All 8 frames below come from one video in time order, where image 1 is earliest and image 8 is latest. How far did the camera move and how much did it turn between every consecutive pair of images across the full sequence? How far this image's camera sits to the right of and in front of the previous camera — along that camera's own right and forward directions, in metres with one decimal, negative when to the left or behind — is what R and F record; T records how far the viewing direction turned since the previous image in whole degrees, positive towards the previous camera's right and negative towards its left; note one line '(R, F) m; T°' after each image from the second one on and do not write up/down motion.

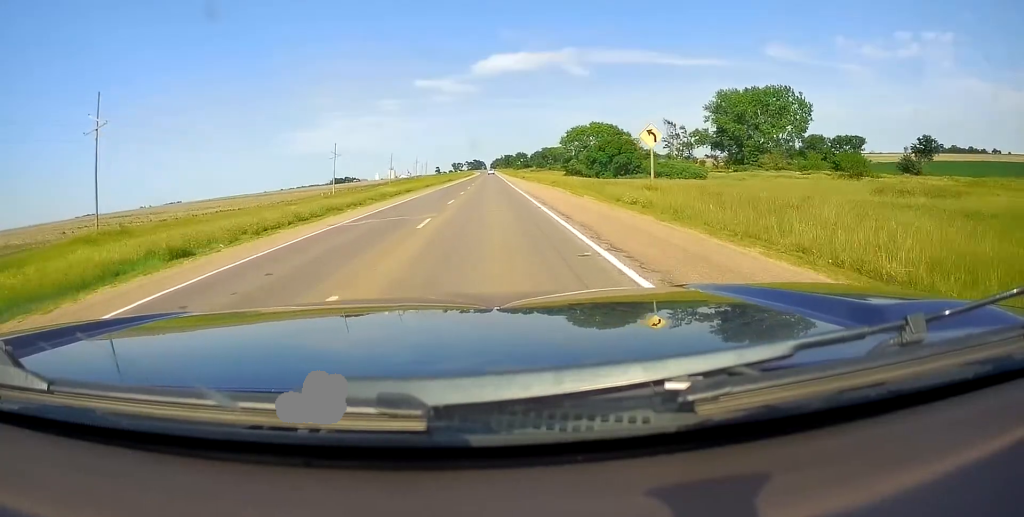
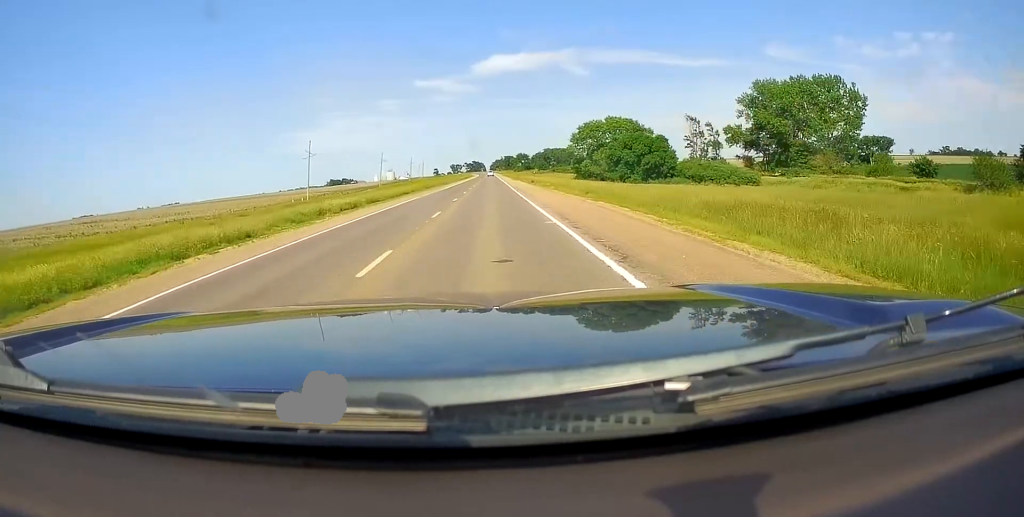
(0.0, +19.4) m; 0°
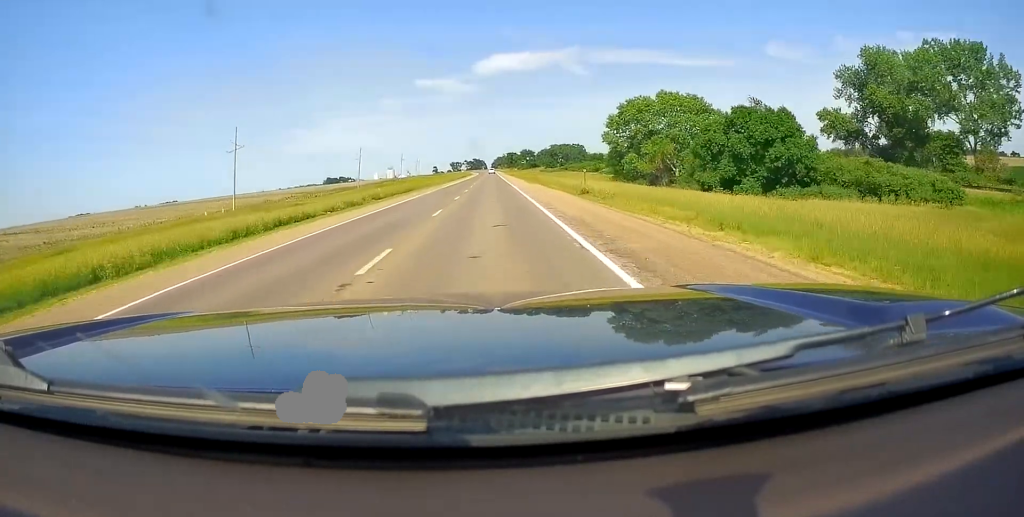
(+0.3, +36.3) m; +1°
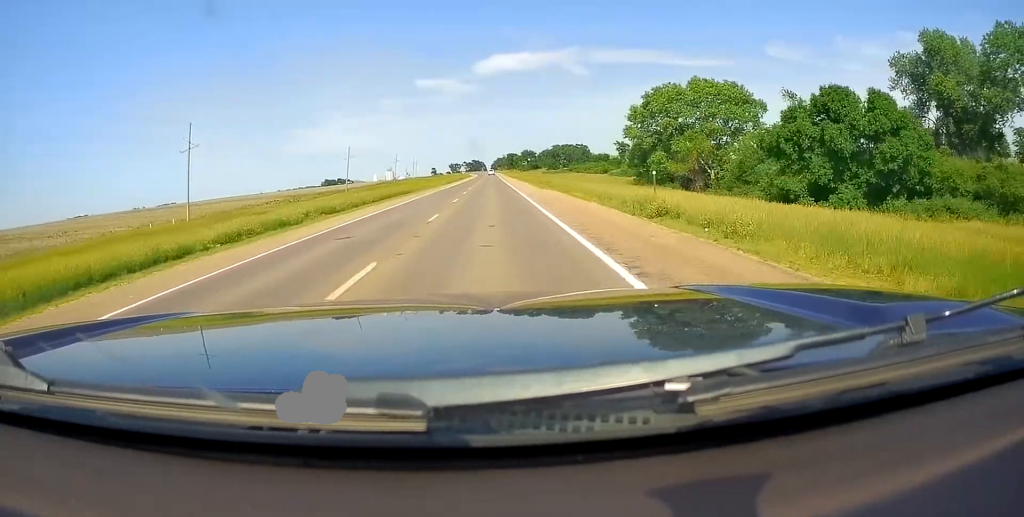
(+0.2, +13.8) m; 0°
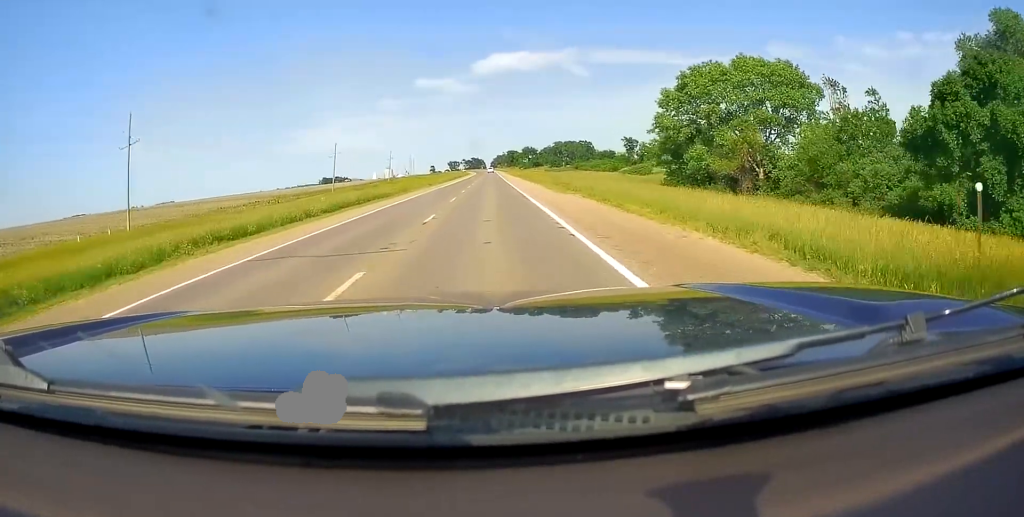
(+0.1, +13.3) m; 0°
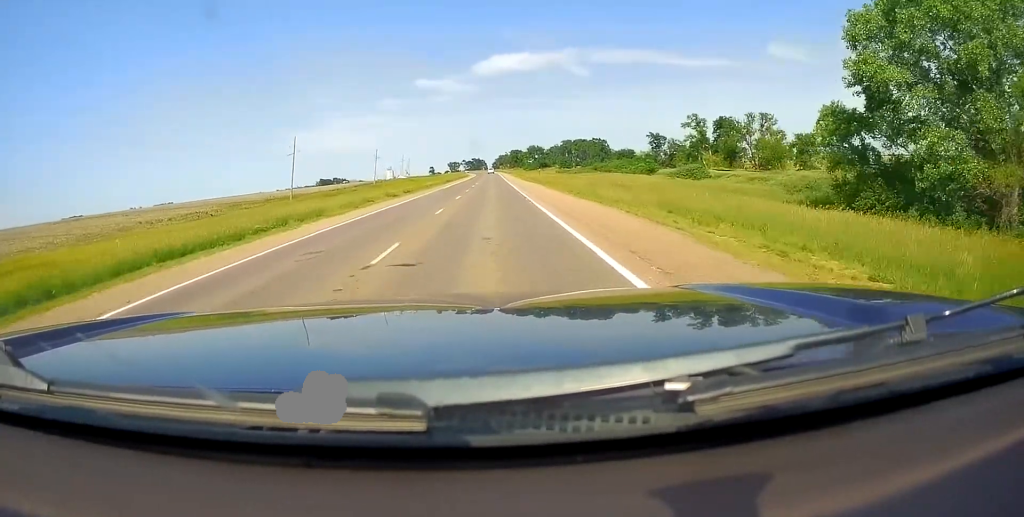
(-0.5, +32.1) m; -1°
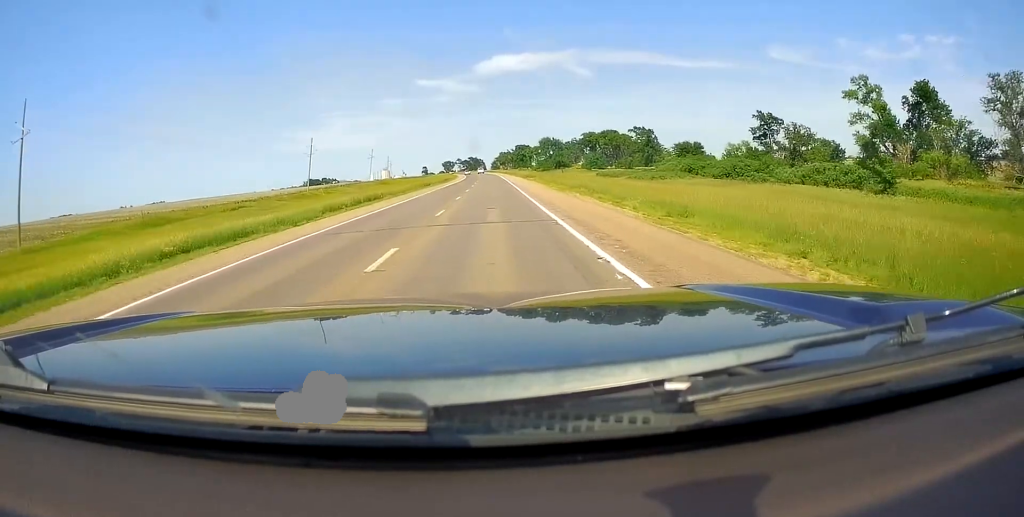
(+0.2, +73.6) m; 0°
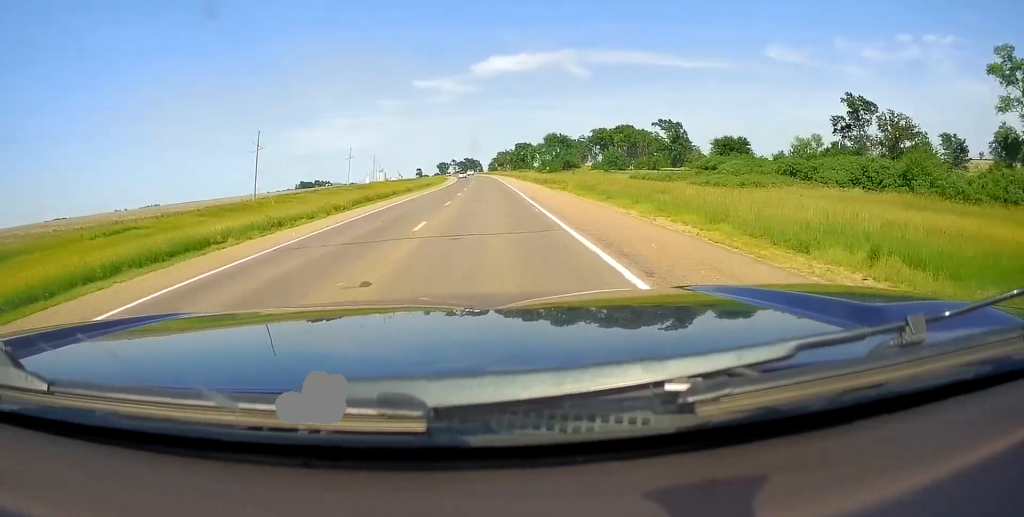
(0.0, +29.9) m; 0°
